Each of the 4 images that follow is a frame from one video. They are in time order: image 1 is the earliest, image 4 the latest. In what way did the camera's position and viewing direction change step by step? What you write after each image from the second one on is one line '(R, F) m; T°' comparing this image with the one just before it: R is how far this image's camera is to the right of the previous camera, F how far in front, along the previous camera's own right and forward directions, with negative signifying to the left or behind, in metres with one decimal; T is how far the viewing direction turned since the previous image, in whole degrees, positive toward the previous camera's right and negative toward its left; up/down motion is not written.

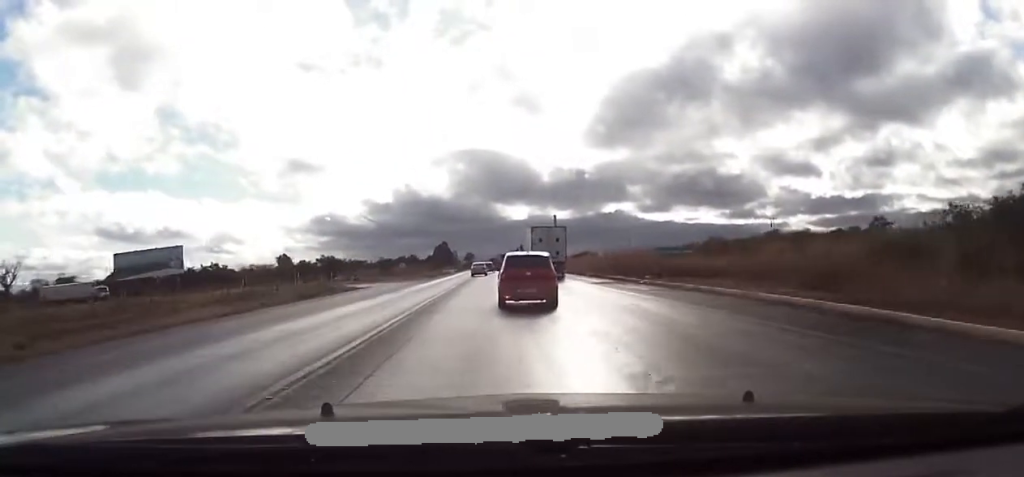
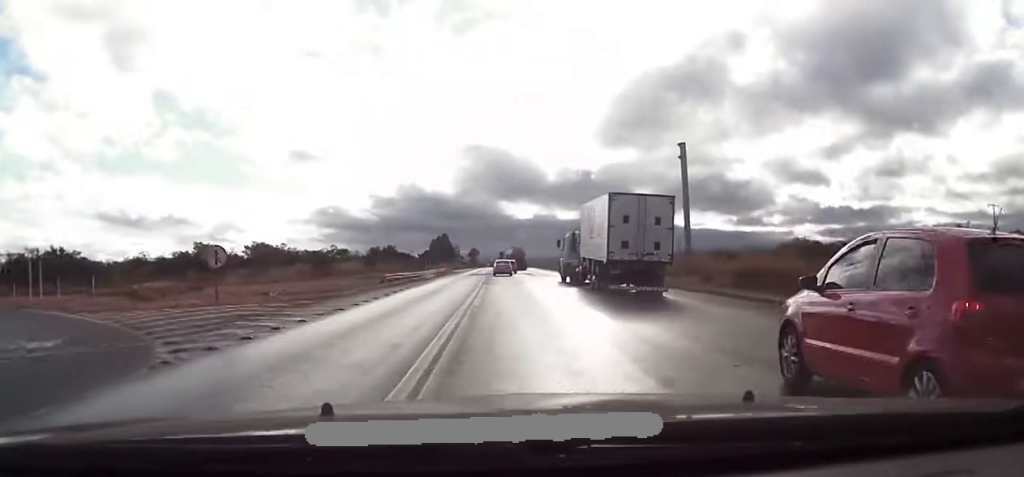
(+0.1, +67.9) m; 0°
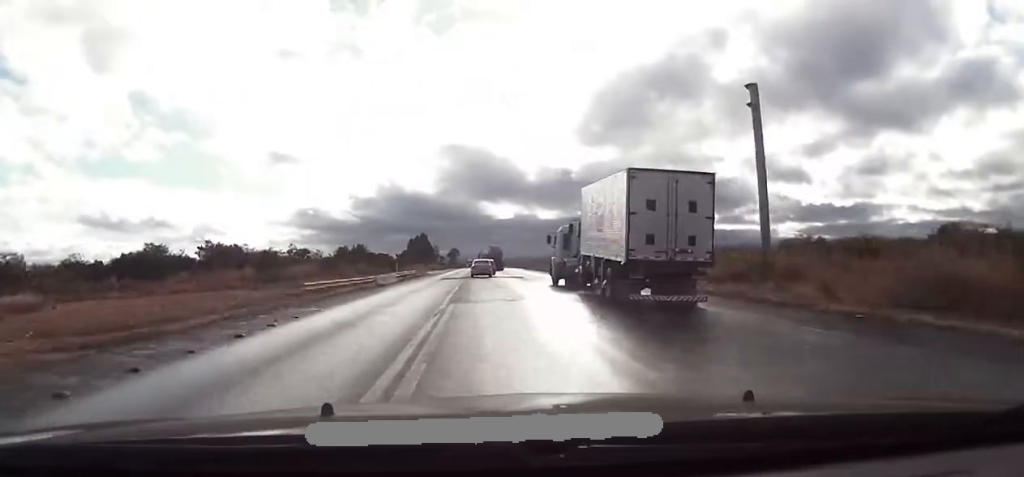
(-0.2, +15.1) m; -1°
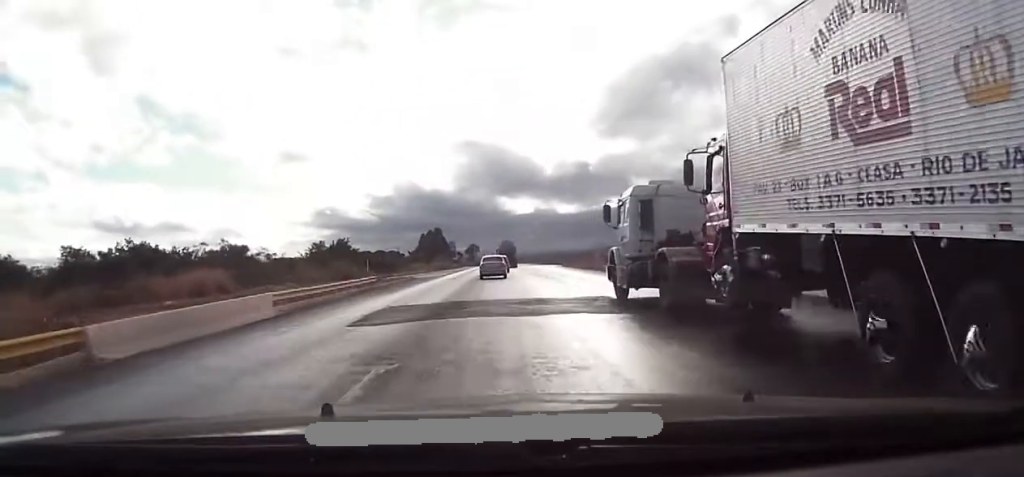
(+0.6, +38.0) m; +2°
